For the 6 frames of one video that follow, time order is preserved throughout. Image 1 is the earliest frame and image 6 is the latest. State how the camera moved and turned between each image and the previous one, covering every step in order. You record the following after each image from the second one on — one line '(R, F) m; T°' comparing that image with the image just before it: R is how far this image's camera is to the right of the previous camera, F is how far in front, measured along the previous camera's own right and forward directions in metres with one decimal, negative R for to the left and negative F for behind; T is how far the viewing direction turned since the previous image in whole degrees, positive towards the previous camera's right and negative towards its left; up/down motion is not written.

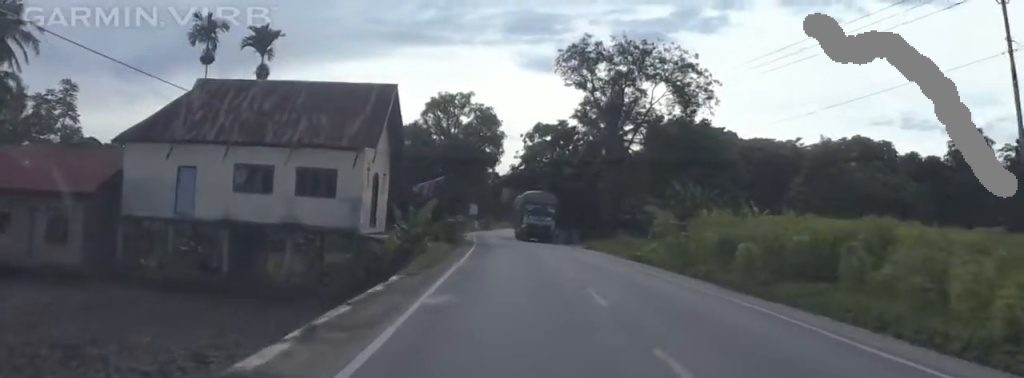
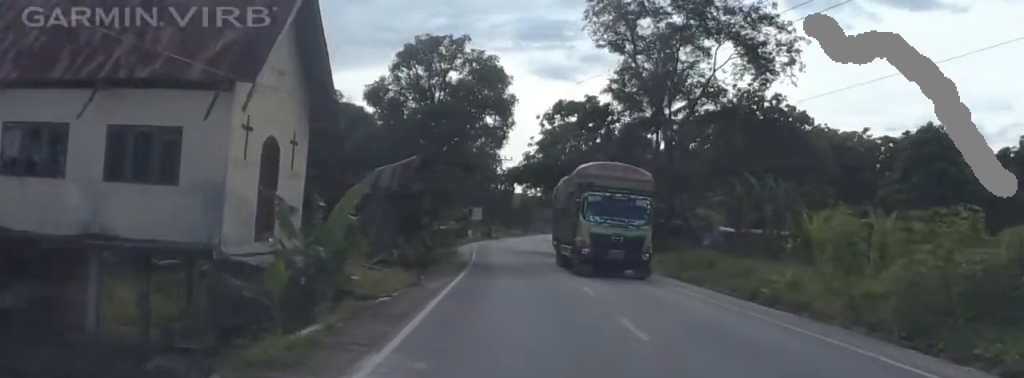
(-0.8, +19.6) m; -5°
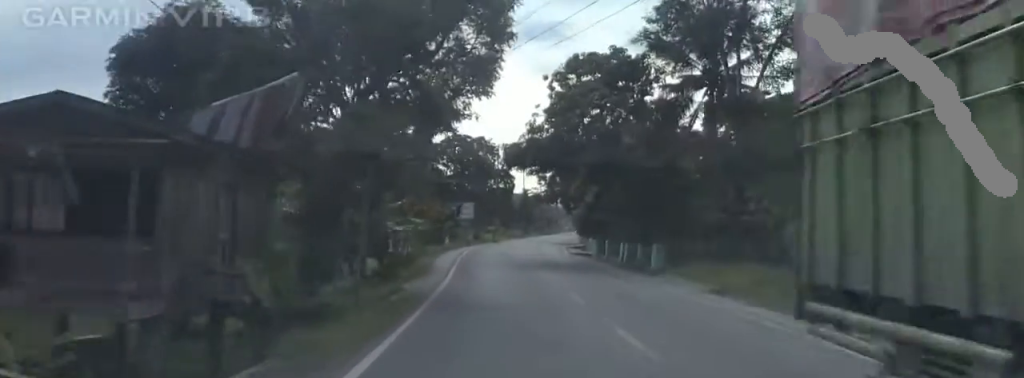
(-0.1, +17.0) m; +1°
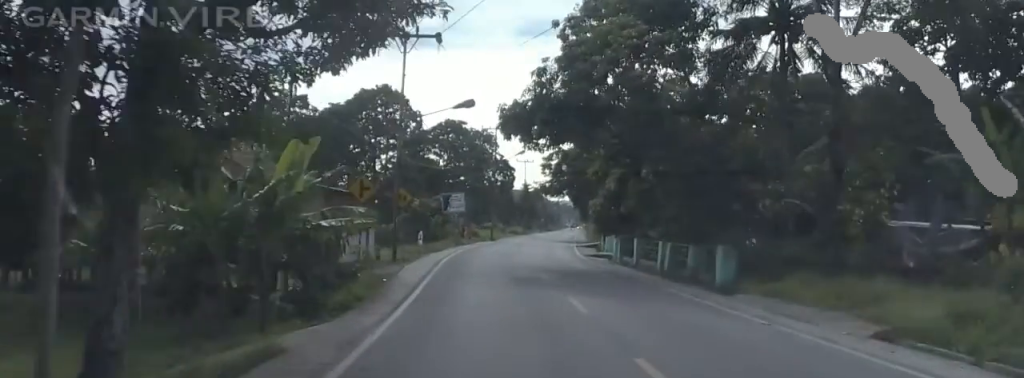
(-0.1, +11.9) m; +4°
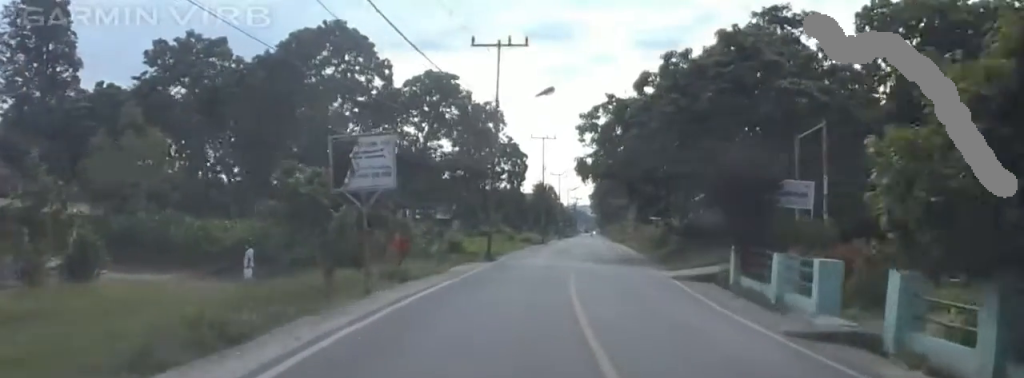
(-0.7, +35.0) m; -3°
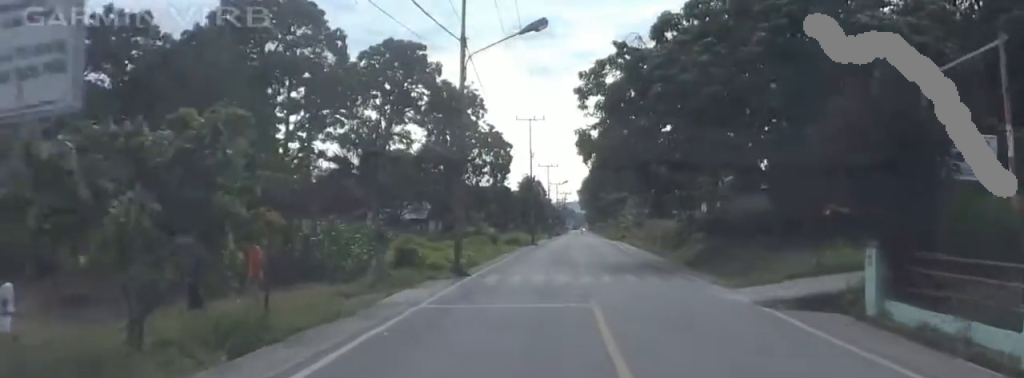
(+0.3, +12.1) m; +3°
